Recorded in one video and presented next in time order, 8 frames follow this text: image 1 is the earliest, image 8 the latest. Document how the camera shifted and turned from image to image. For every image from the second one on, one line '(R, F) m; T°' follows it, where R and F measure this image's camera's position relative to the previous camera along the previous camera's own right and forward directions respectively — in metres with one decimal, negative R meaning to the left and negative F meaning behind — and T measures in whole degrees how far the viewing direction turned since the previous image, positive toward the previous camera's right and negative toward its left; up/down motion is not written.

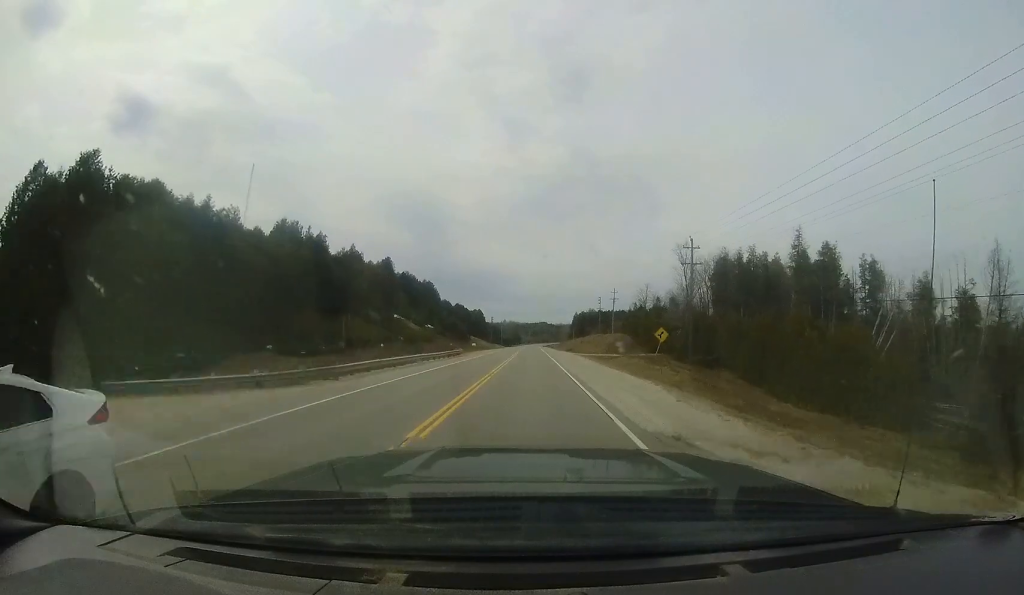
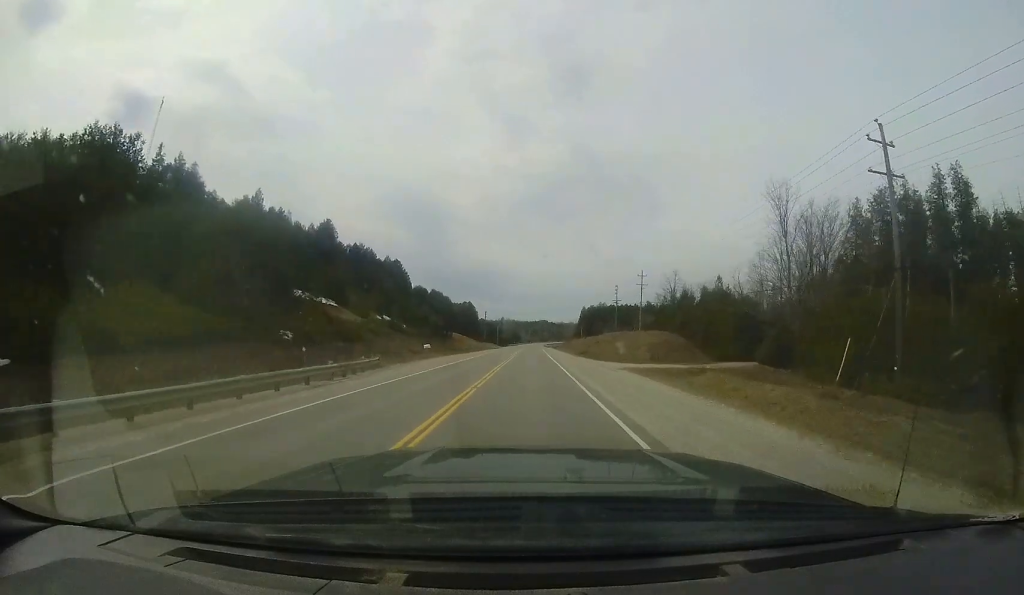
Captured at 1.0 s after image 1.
(0.0, +26.9) m; +1°
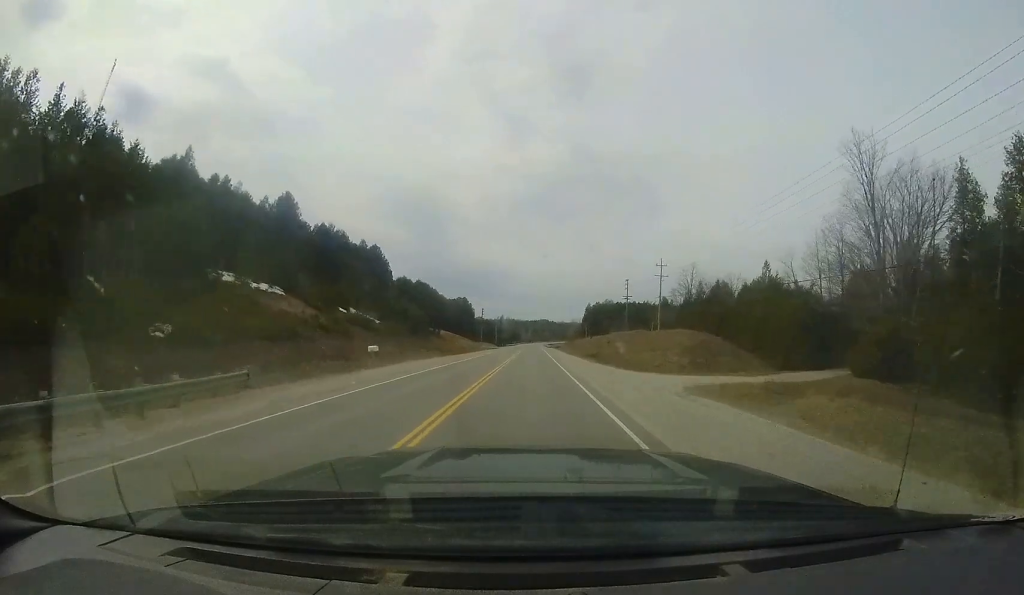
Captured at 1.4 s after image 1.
(0.0, +11.7) m; 0°
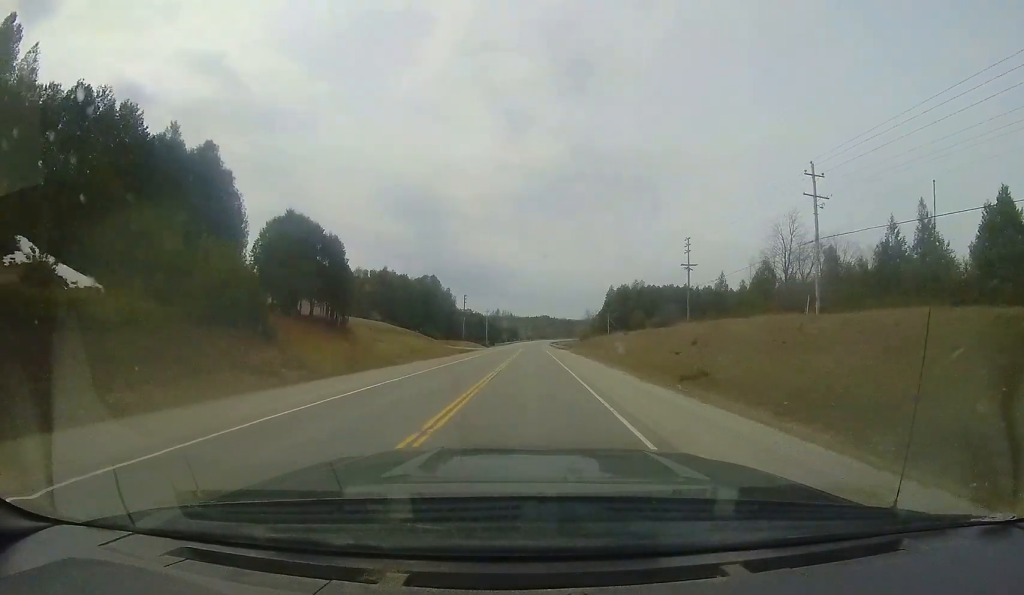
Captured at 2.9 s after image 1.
(+0.6, +39.8) m; +1°
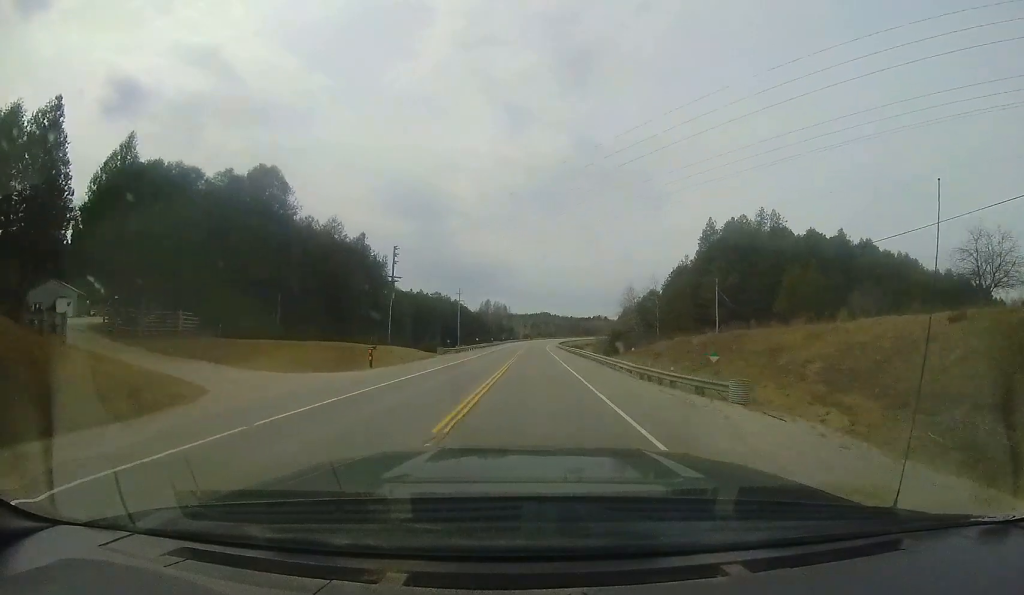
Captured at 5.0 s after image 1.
(-0.7, +57.6) m; -1°
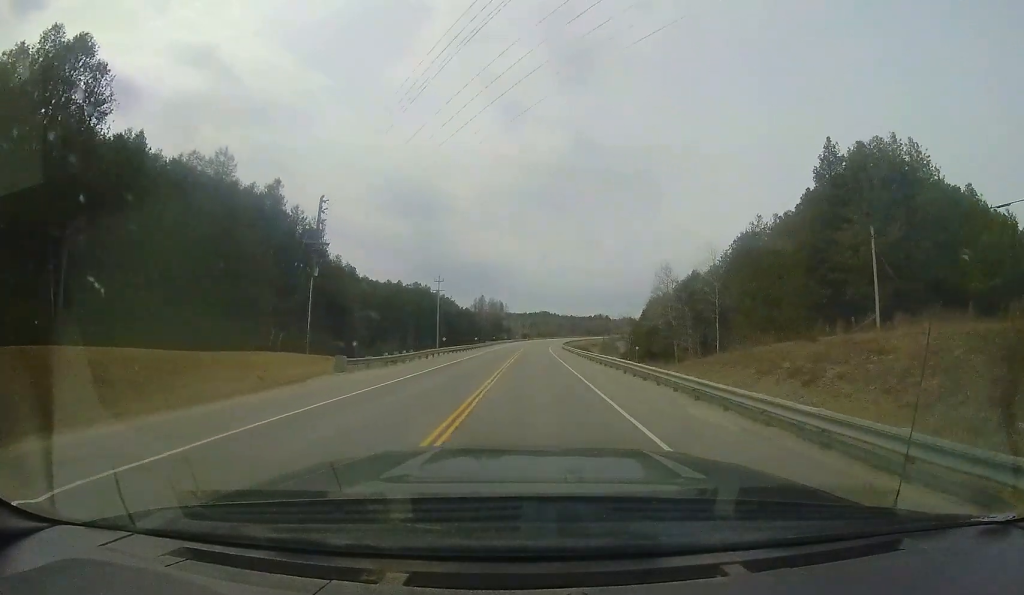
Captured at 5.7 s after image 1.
(+0.1, +20.2) m; +1°
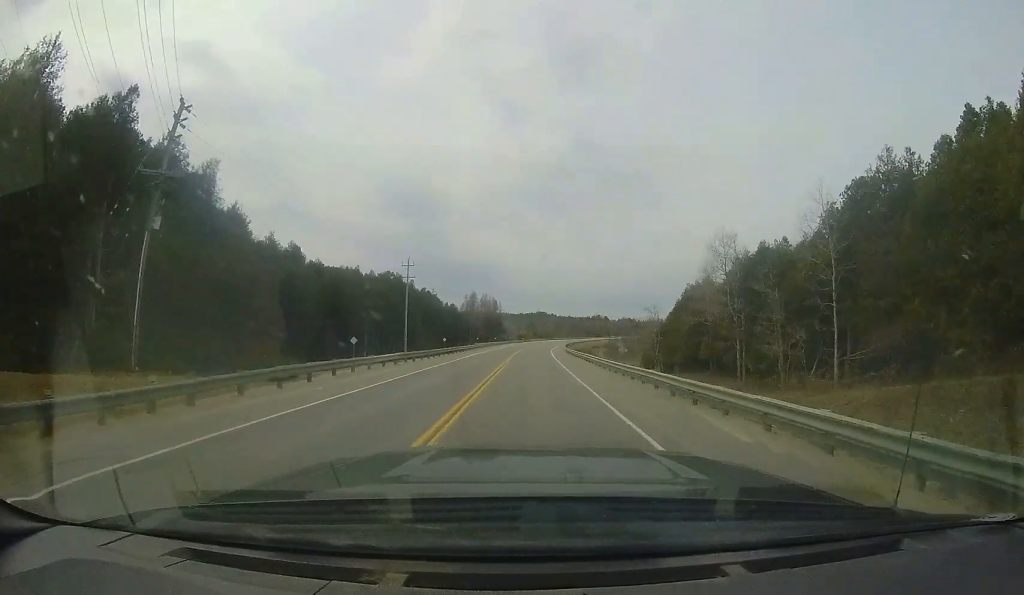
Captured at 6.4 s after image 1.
(+0.1, +17.5) m; +1°
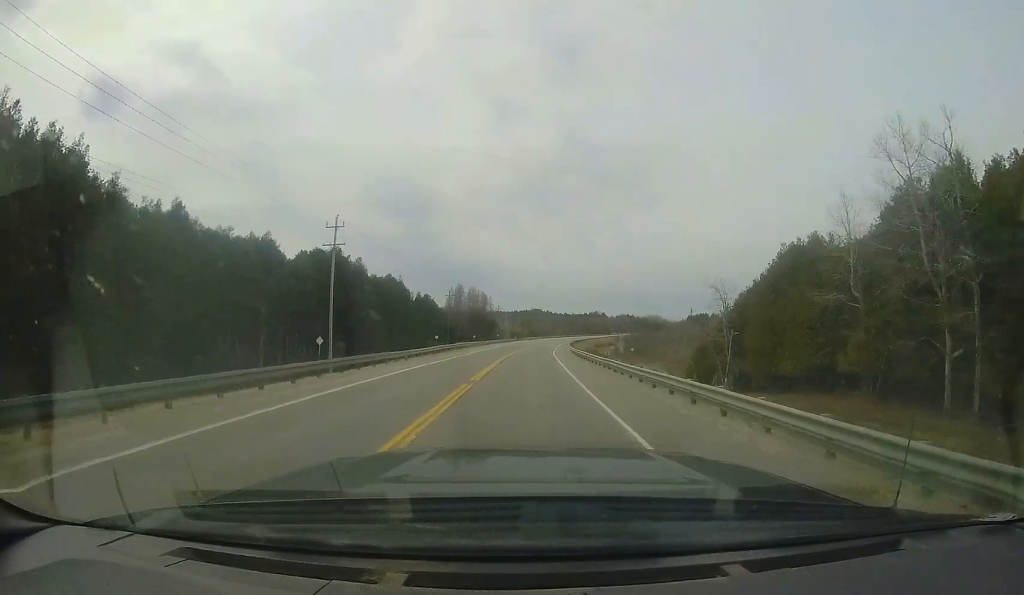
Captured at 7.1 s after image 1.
(+0.4, +21.4) m; +1°
